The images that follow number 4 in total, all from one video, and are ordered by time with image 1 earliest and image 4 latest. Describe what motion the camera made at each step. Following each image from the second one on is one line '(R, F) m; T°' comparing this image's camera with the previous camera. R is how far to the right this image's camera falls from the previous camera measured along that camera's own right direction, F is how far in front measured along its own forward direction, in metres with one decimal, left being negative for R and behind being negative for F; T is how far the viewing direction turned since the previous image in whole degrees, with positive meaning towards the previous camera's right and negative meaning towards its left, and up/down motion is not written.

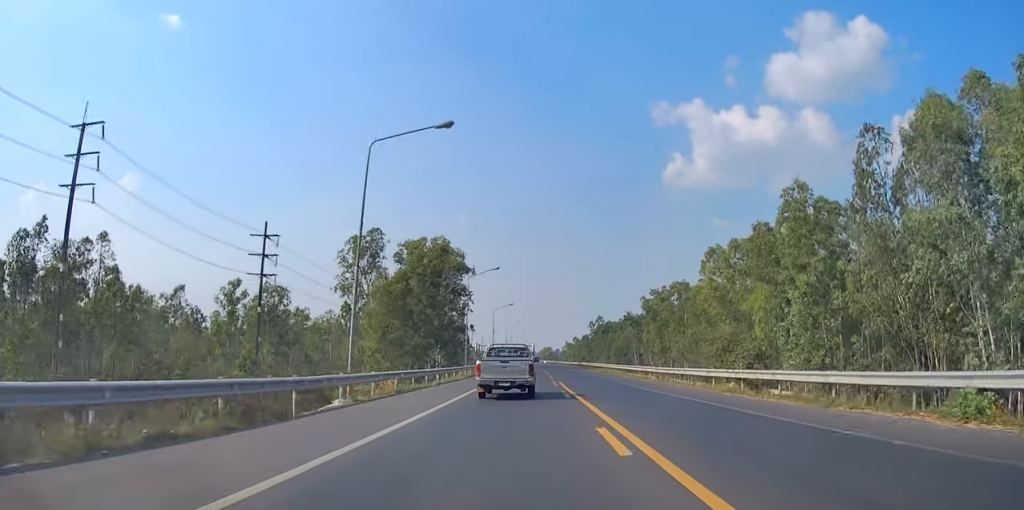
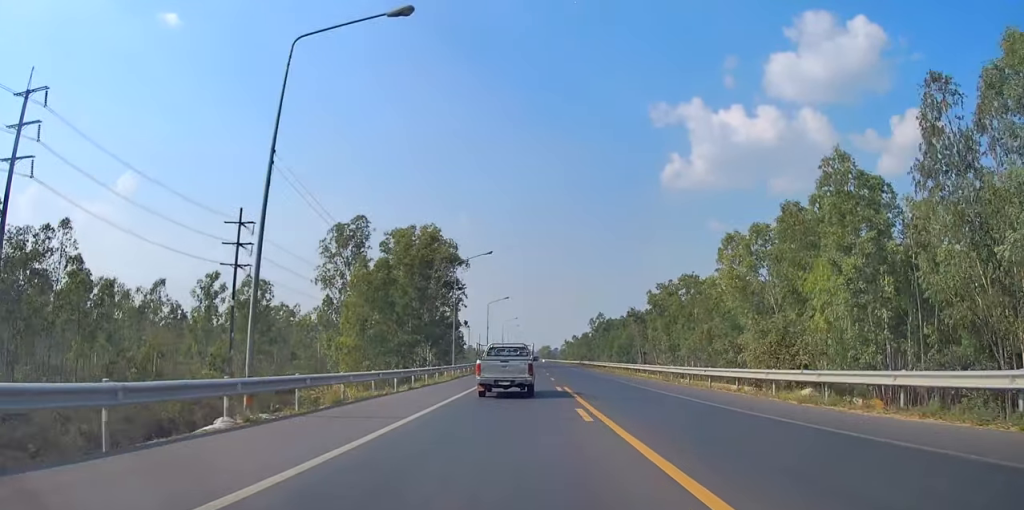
(-0.2, +7.4) m; 0°
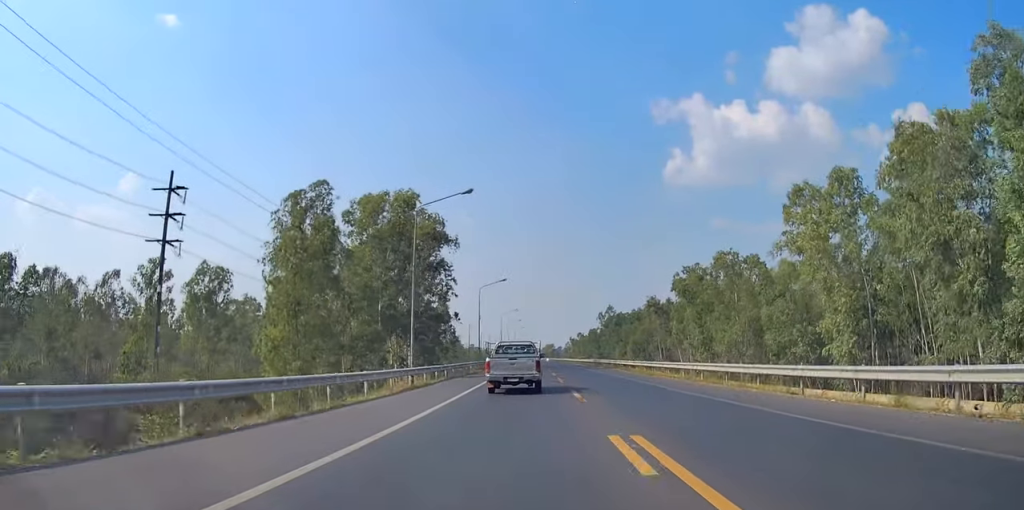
(-0.1, +18.3) m; +2°
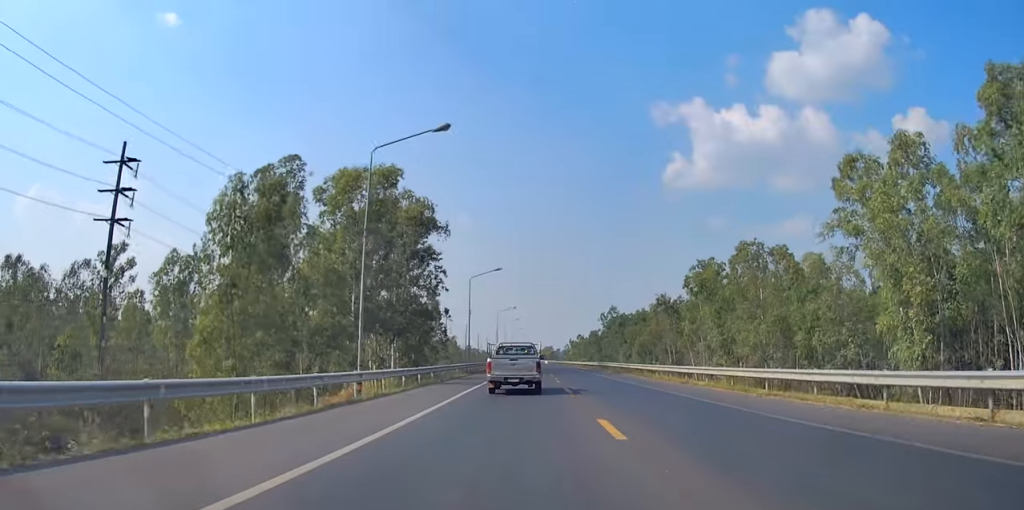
(+0.3, +9.2) m; +1°
